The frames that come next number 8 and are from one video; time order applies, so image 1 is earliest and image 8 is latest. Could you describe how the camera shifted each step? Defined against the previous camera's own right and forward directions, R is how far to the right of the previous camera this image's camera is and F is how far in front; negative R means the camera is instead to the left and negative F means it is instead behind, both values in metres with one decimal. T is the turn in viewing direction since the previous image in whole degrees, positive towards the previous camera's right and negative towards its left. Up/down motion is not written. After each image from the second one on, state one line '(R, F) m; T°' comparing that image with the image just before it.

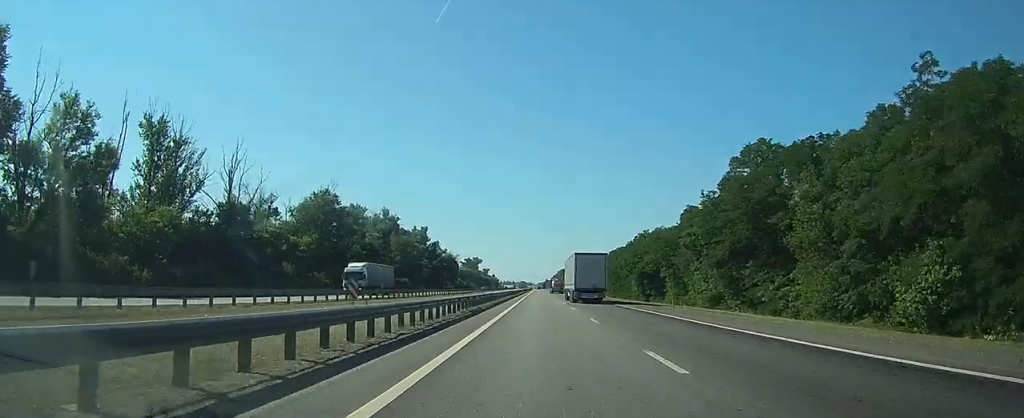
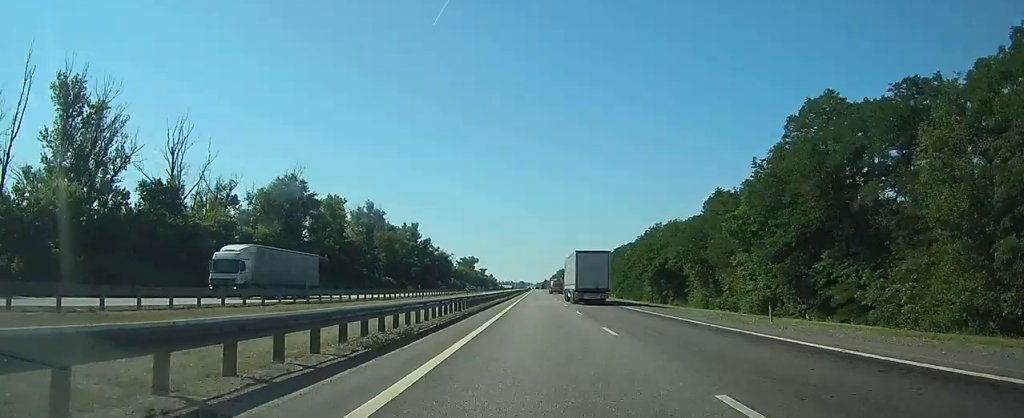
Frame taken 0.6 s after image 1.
(0.0, +14.7) m; 0°
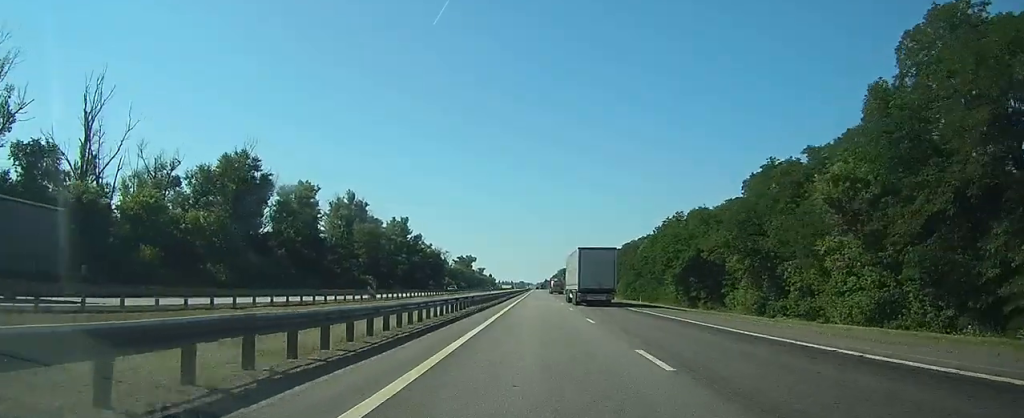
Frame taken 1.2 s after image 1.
(0.0, +18.2) m; 0°
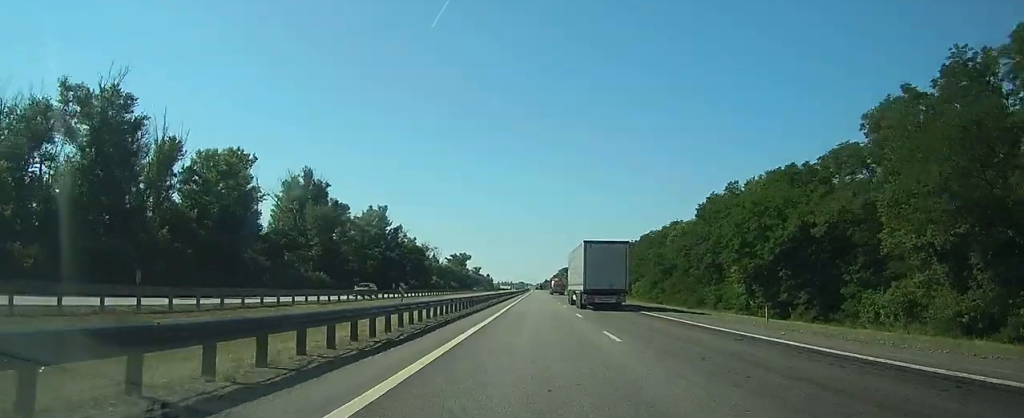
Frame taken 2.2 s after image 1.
(0.0, +33.7) m; 0°
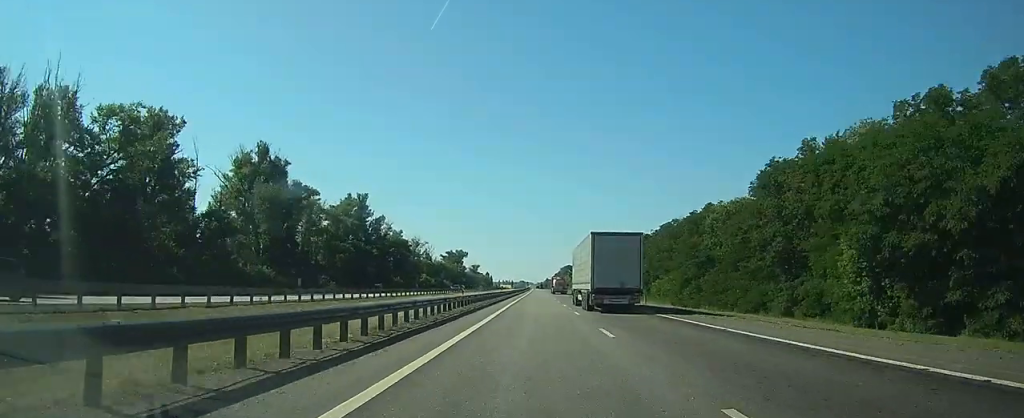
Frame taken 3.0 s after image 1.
(0.0, +27.4) m; 0°
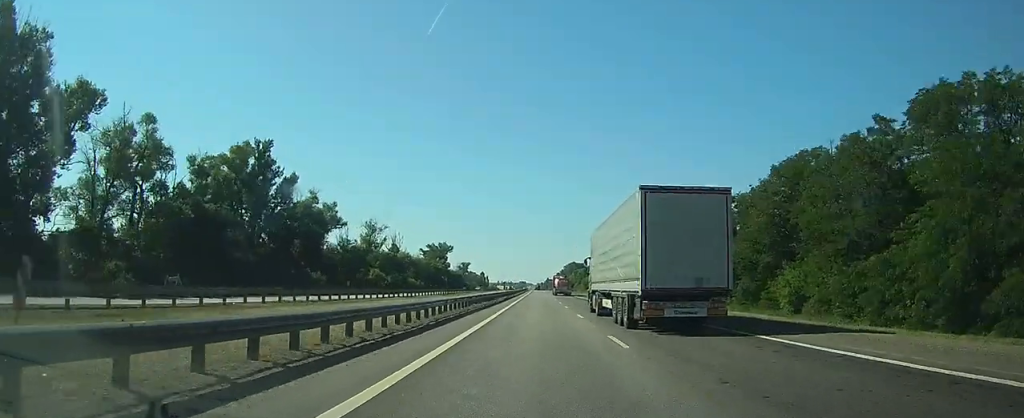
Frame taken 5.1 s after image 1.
(-0.1, +74.4) m; 0°
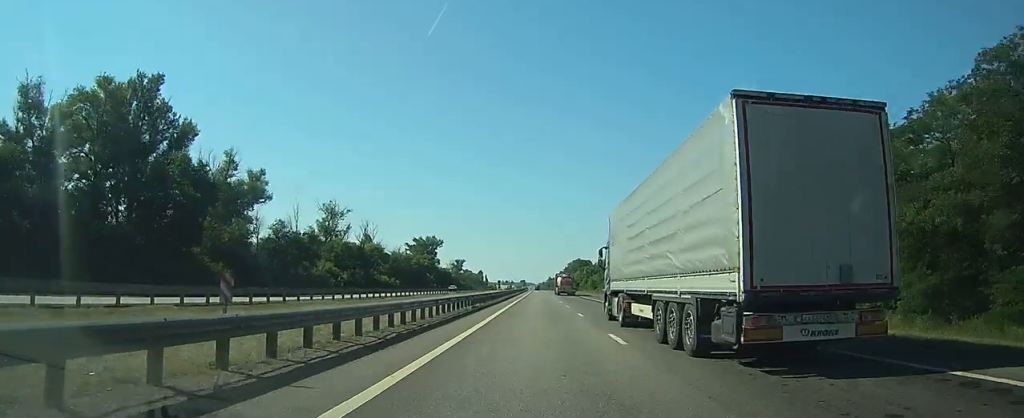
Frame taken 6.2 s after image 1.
(0.0, +38.1) m; 0°
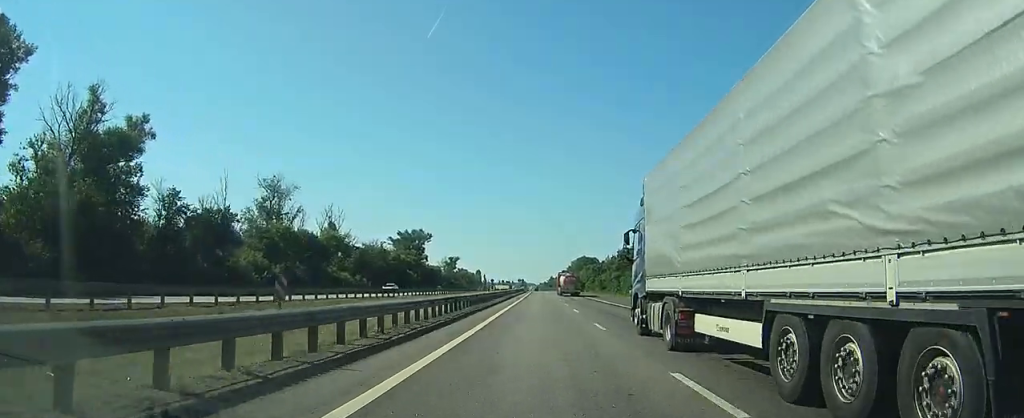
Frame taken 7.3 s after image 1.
(0.0, +30.9) m; 0°
